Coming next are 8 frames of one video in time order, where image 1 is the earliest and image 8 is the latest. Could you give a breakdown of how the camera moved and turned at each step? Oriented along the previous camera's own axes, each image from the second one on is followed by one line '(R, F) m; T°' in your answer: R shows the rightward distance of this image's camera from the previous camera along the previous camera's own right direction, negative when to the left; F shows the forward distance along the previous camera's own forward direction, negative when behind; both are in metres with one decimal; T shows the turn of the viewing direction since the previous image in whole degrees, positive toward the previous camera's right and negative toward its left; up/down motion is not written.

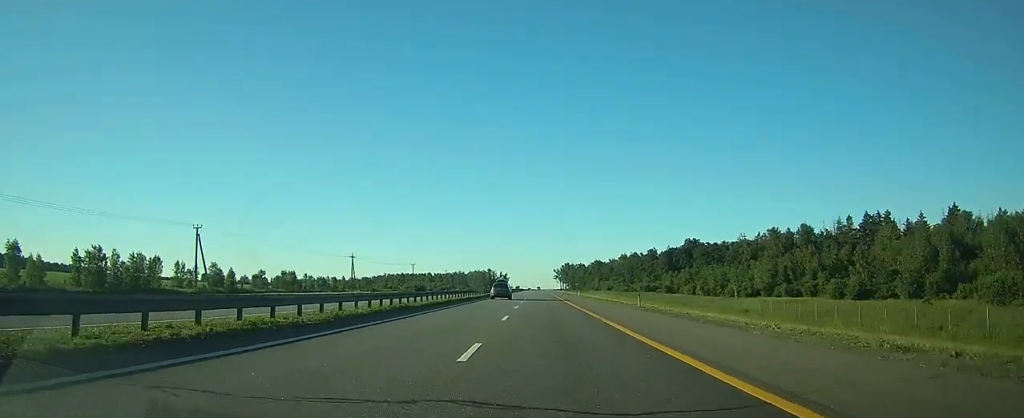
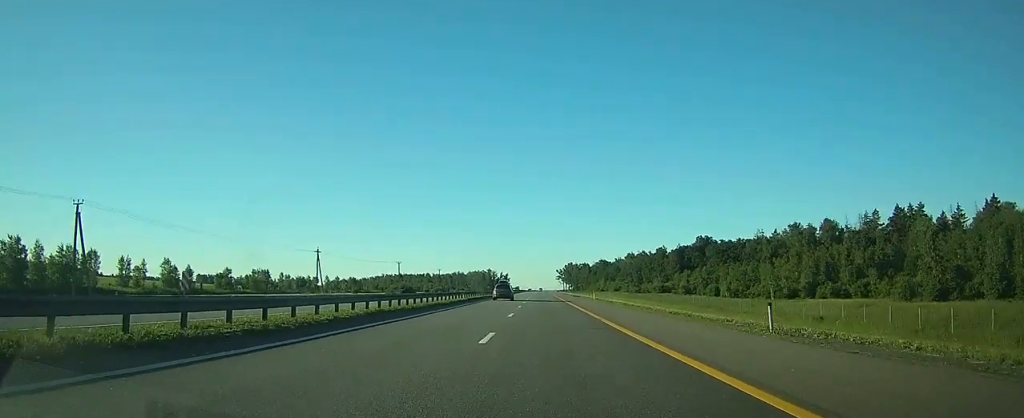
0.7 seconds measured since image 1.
(0.0, +20.4) m; 0°
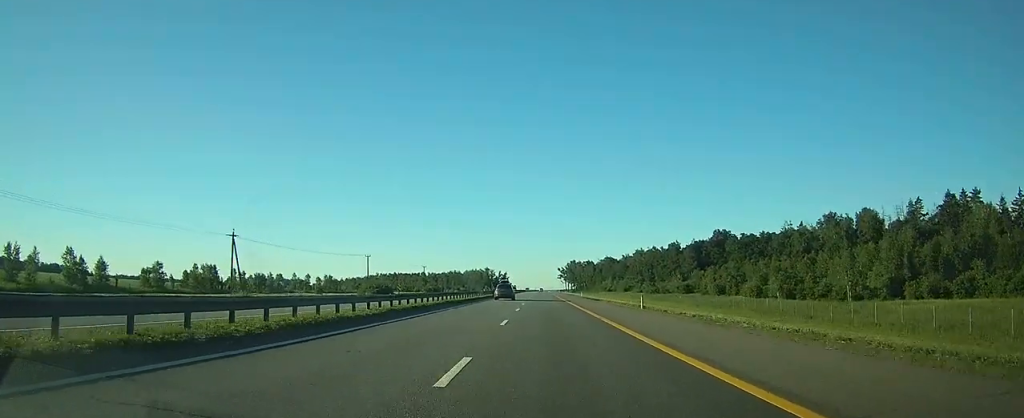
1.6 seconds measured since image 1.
(0.0, +29.6) m; 0°
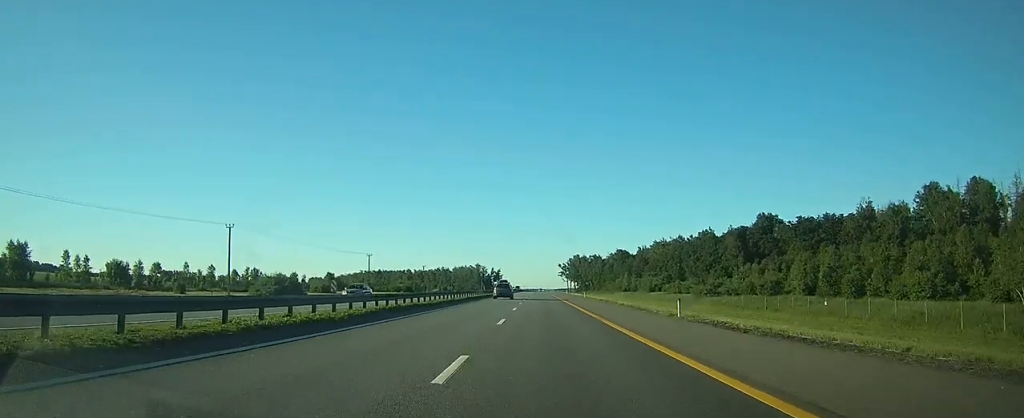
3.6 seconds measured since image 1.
(0.0, +59.8) m; 0°
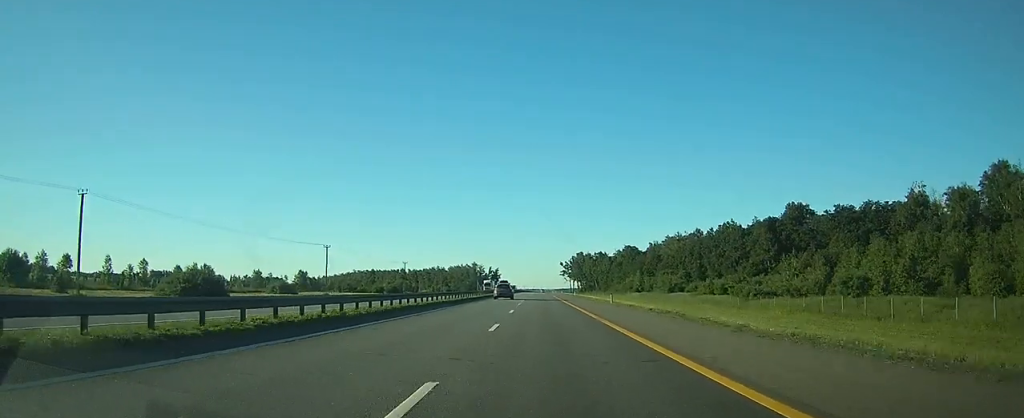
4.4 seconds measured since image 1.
(0.0, +26.9) m; 0°
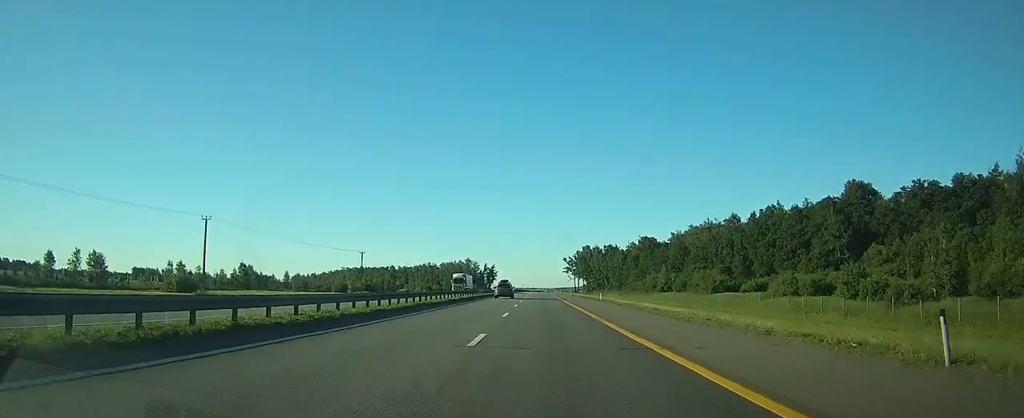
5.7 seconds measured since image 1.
(-0.1, +40.5) m; 0°
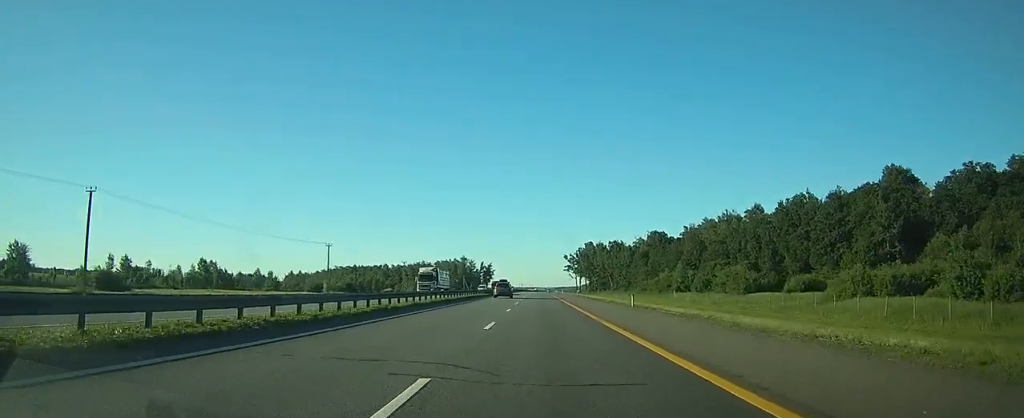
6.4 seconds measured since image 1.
(0.0, +19.7) m; 0°
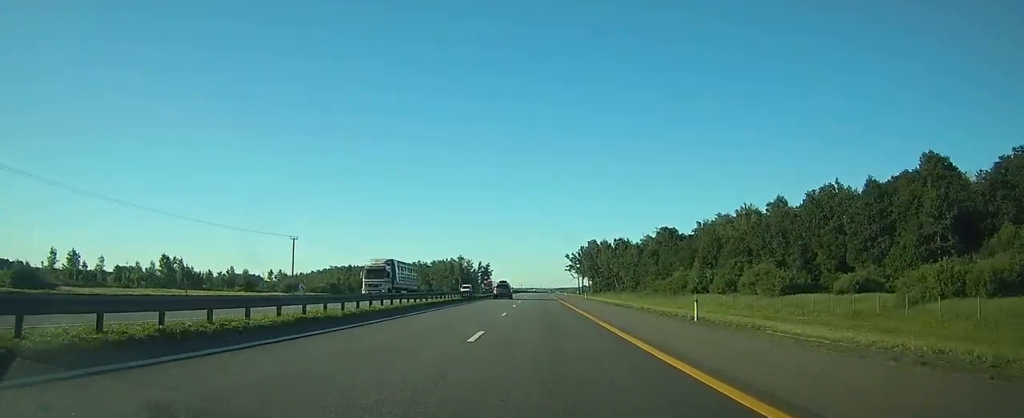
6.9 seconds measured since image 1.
(0.0, +15.5) m; 0°
